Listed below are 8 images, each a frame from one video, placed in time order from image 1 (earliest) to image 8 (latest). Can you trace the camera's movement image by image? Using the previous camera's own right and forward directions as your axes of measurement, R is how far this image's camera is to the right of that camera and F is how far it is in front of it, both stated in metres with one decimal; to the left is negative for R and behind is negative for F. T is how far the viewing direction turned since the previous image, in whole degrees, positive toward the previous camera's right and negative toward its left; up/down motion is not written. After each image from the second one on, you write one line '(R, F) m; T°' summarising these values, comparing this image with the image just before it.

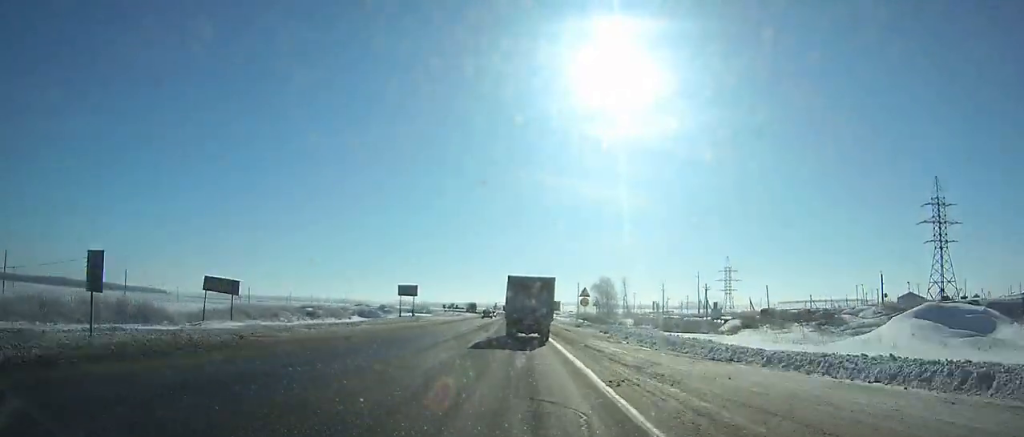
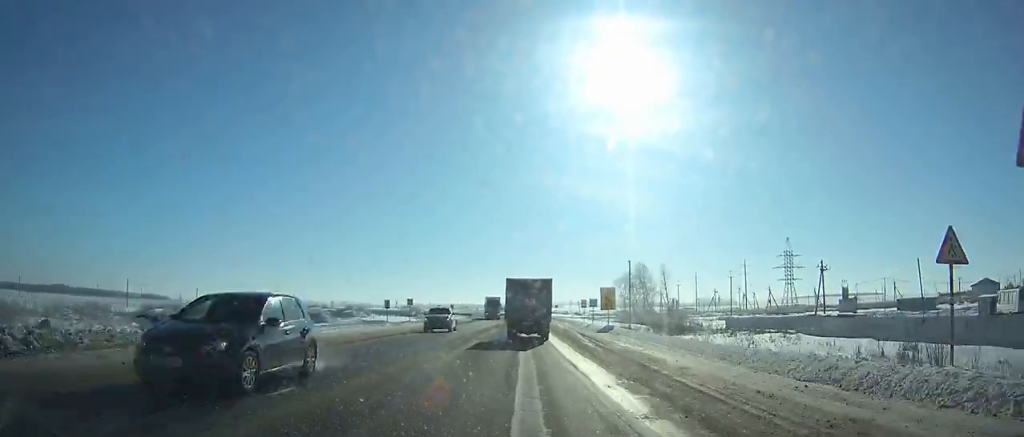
(-0.4, +52.1) m; -1°
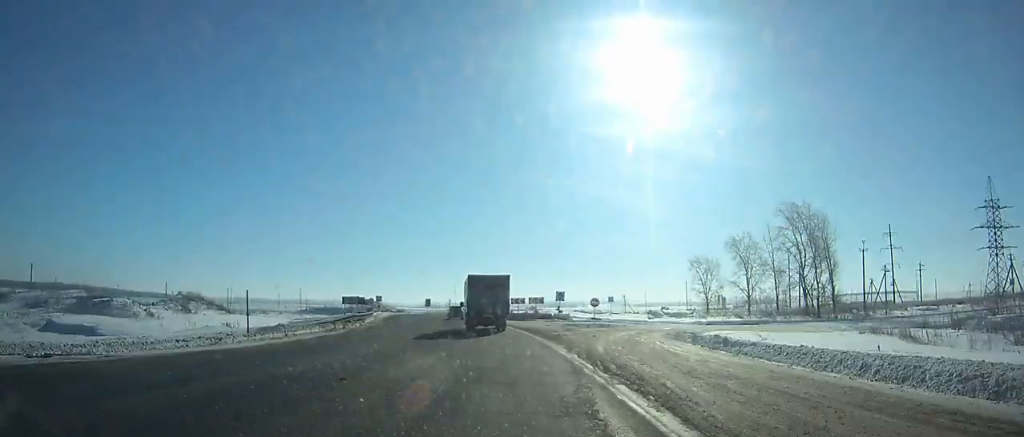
(-1.2, +89.9) m; -4°
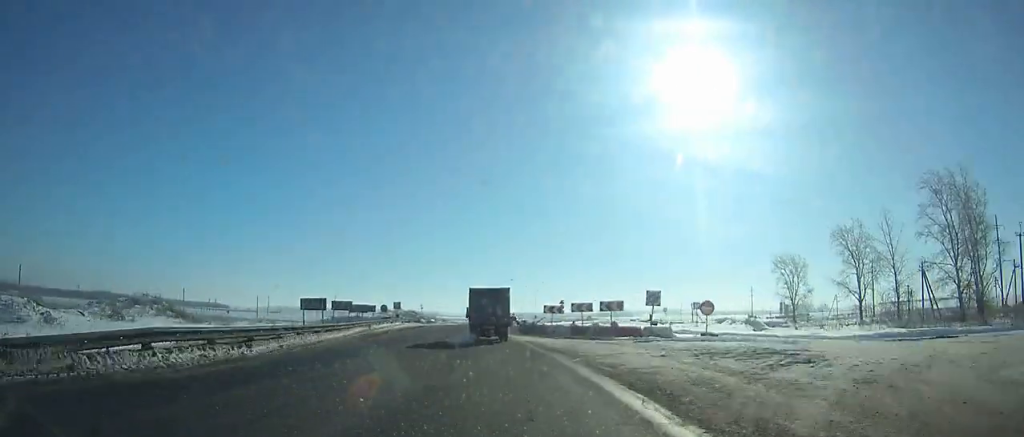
(-0.3, +21.7) m; -3°
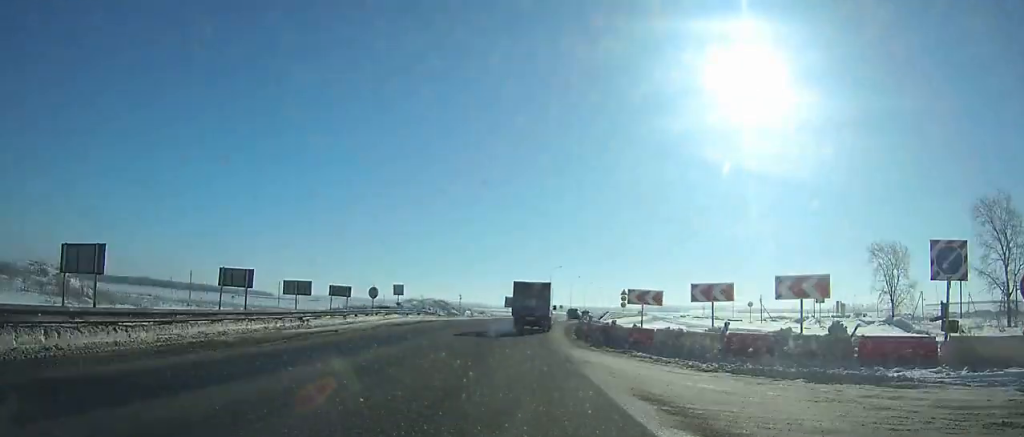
(-0.8, +23.5) m; -1°
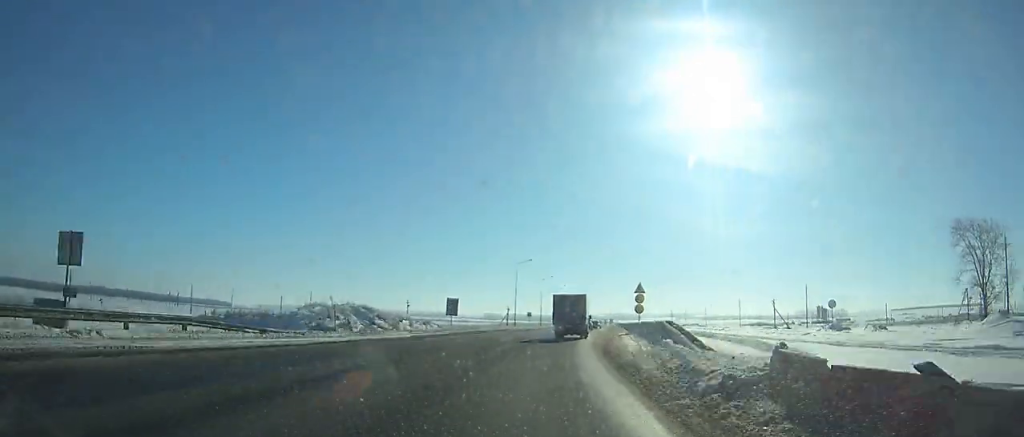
(-0.8, +36.9) m; +1°
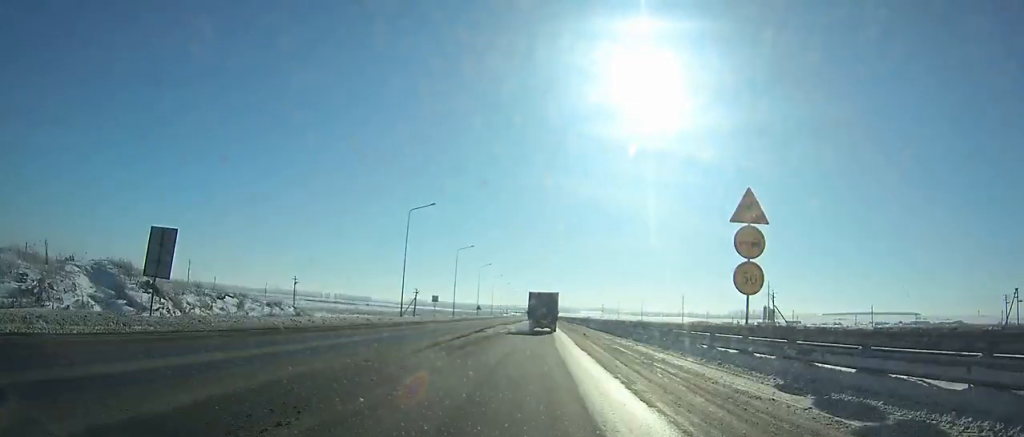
(+1.8, +41.9) m; +5°
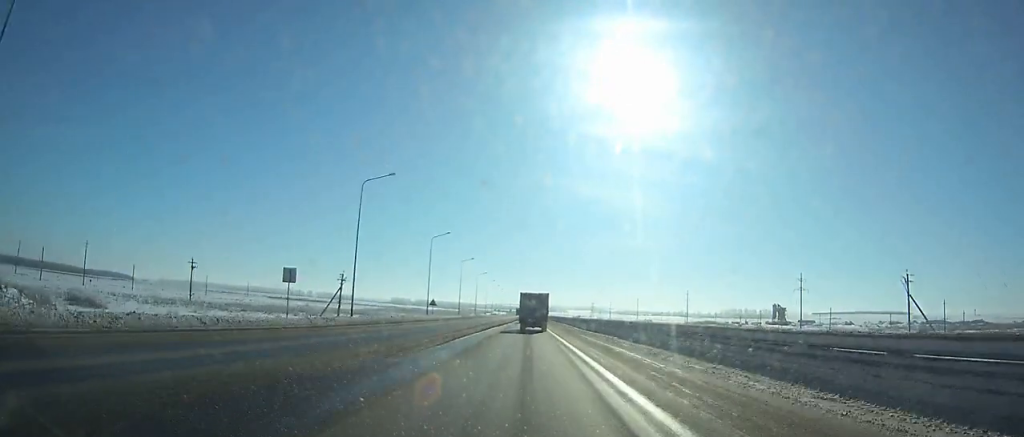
(+1.7, +46.3) m; +2°
